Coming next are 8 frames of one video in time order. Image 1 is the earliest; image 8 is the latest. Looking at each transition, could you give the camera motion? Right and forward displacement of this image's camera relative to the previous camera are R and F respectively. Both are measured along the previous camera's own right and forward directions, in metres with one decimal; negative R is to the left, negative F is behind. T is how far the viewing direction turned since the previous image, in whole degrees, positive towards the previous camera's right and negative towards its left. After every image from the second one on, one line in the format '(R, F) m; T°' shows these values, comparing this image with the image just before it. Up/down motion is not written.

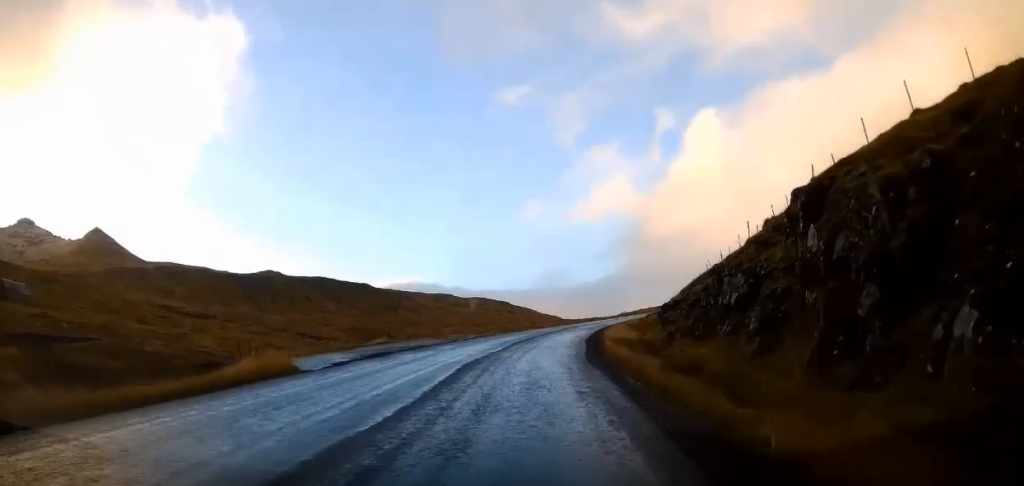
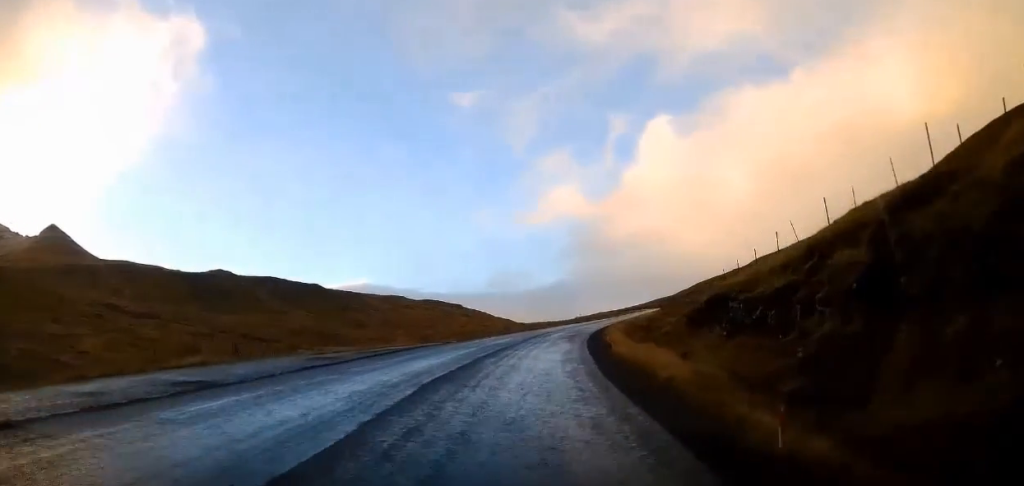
(+0.7, +19.8) m; +5°
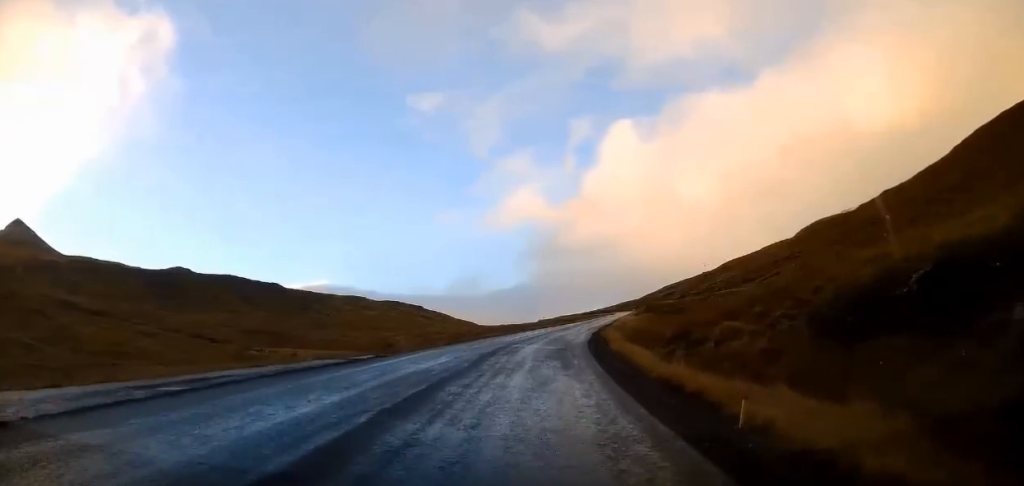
(+0.6, +16.5) m; +4°
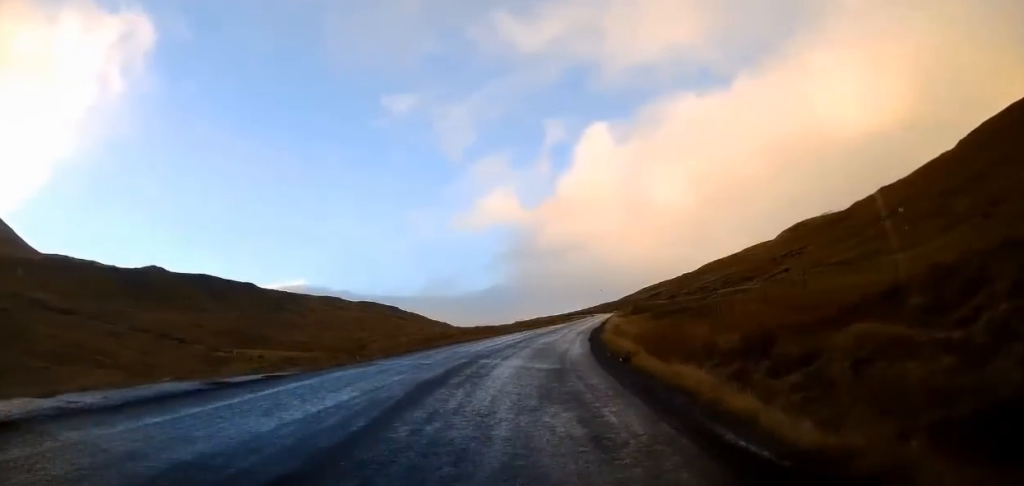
(+0.3, +10.1) m; +3°
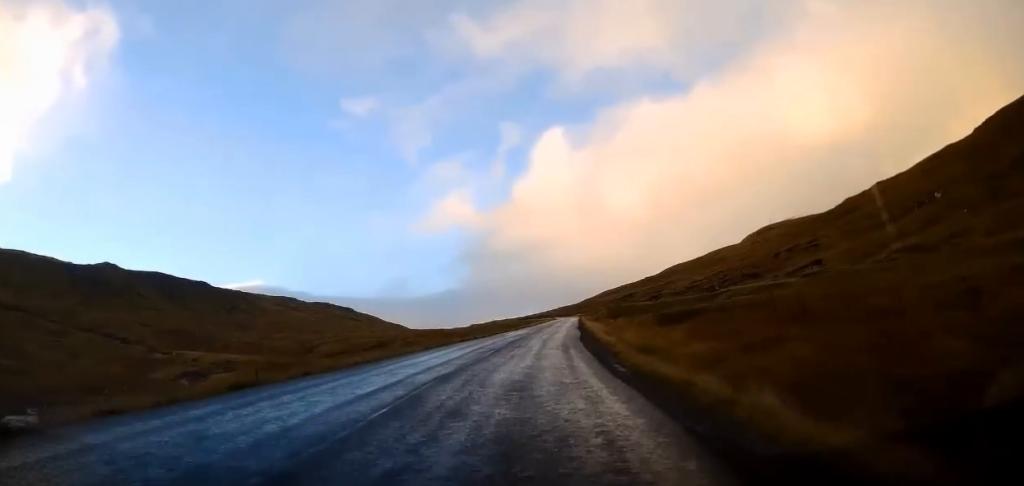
(+0.8, +18.7) m; +4°
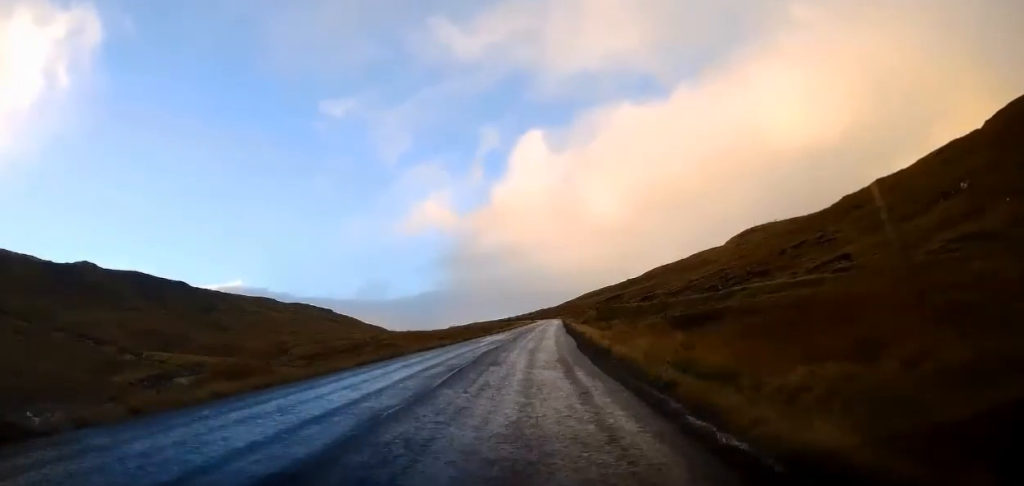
(+0.1, +9.1) m; +2°
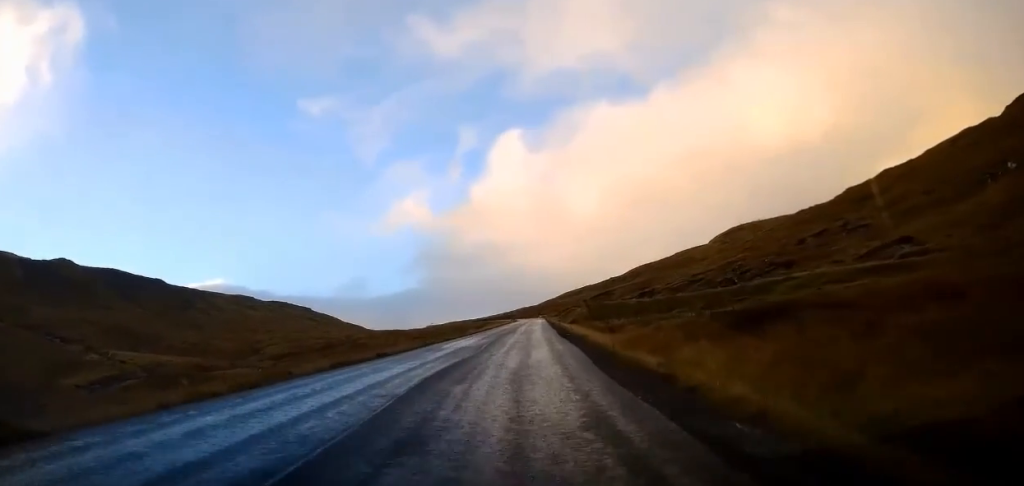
(+0.2, +11.8) m; +2°
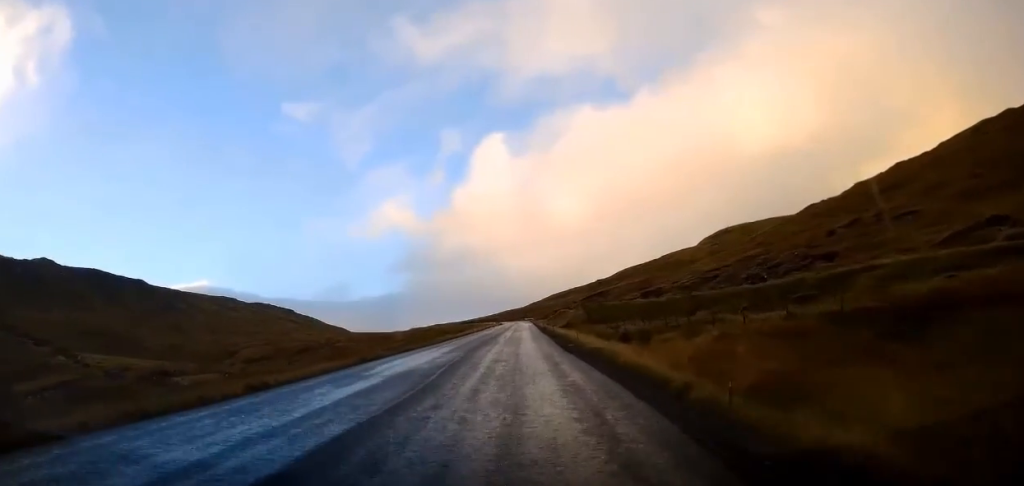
(+0.3, +11.3) m; +2°
